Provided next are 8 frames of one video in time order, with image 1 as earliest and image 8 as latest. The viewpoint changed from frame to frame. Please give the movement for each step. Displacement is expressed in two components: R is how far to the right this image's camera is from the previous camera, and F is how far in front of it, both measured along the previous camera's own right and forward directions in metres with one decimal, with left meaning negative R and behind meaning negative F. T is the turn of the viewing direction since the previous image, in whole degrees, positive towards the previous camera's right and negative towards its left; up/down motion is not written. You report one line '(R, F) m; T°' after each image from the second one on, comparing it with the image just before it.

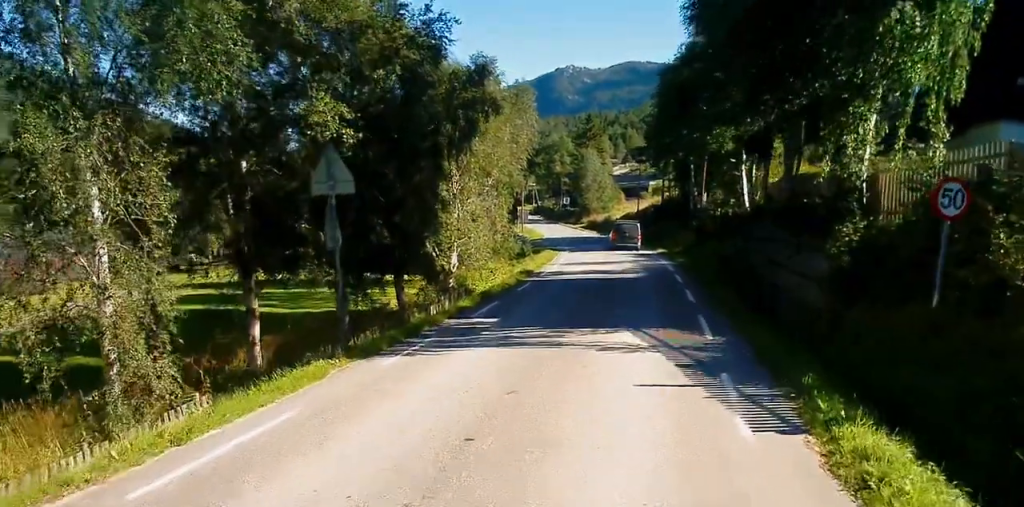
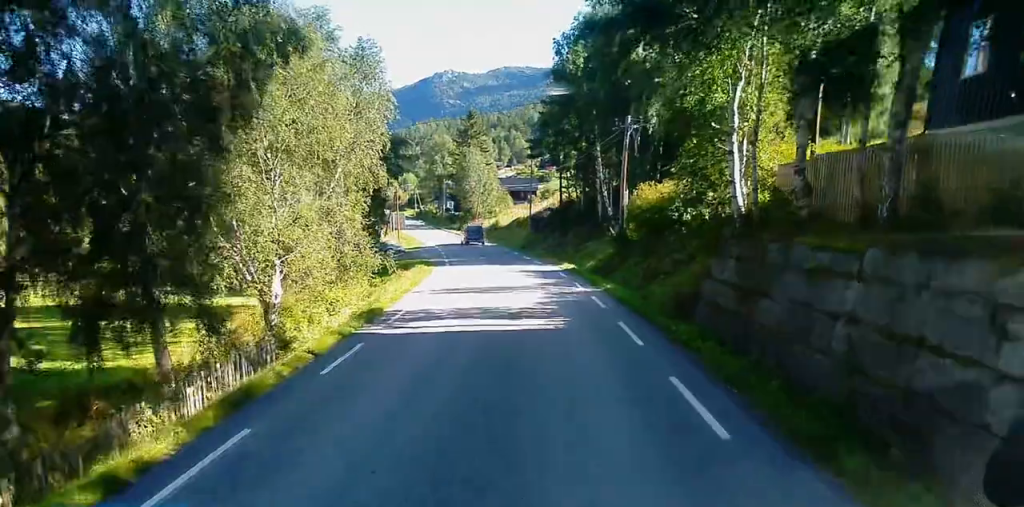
(+0.3, +11.4) m; +4°
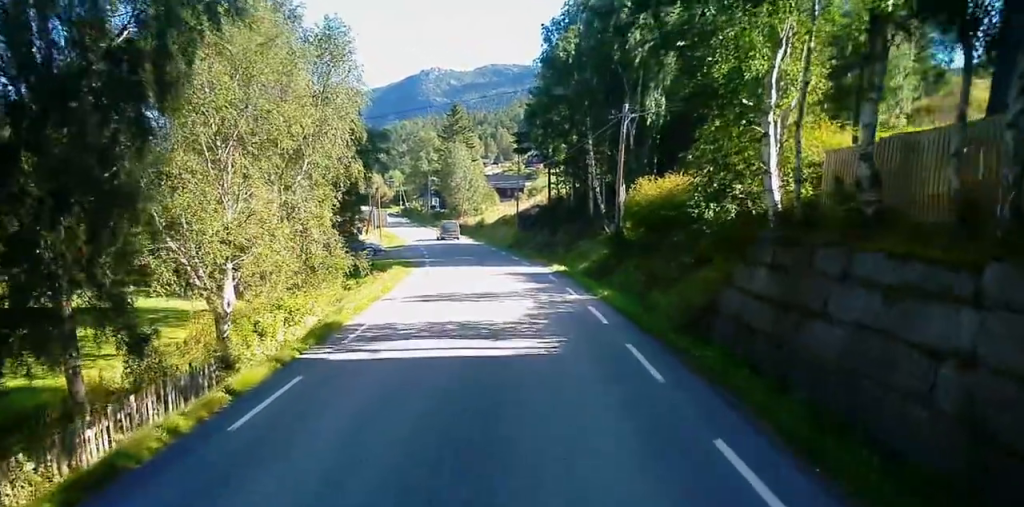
(0.0, +3.3) m; 0°
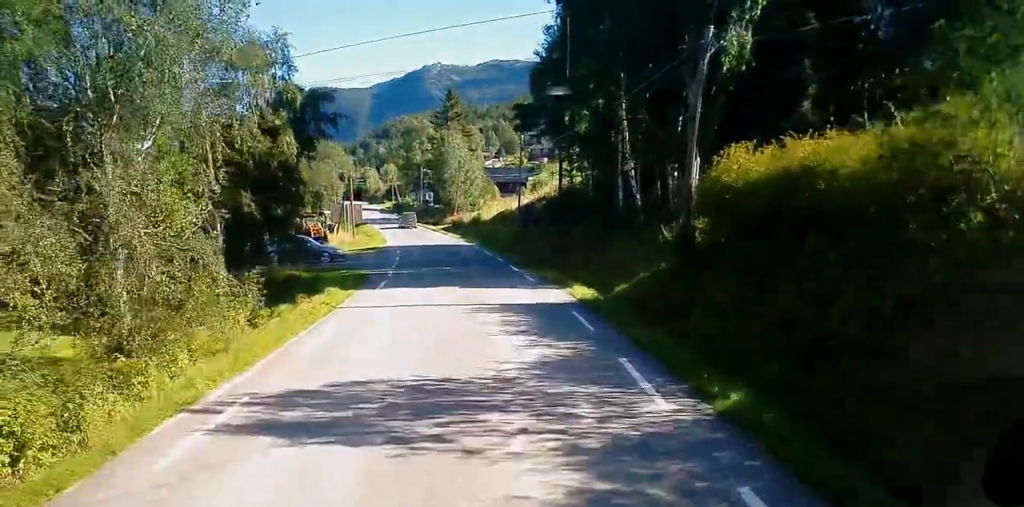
(+0.1, +13.0) m; 0°
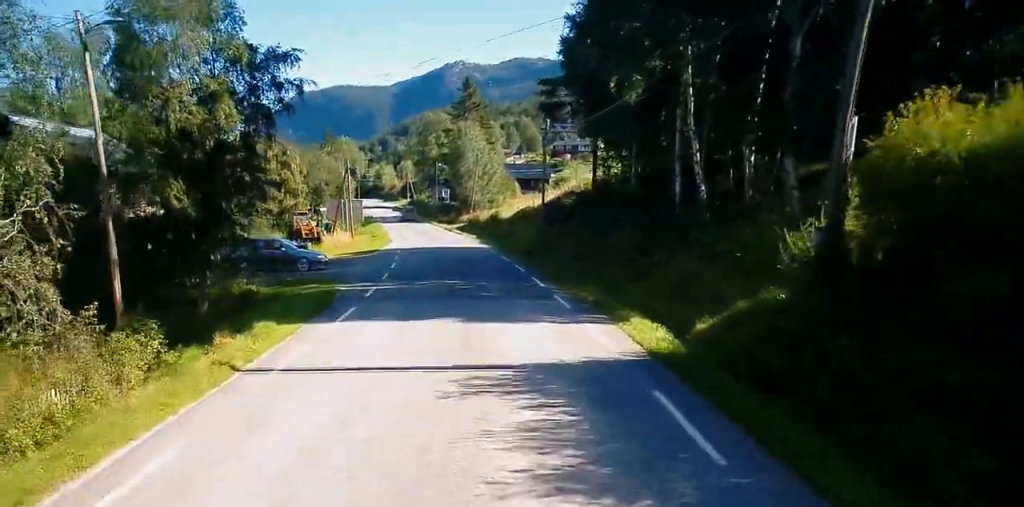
(0.0, +8.4) m; 0°
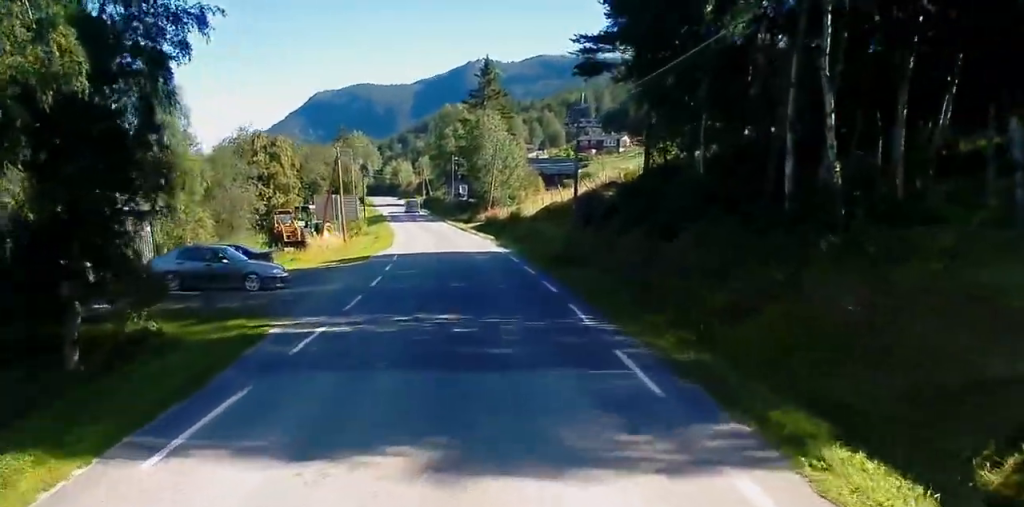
(0.0, +9.5) m; 0°
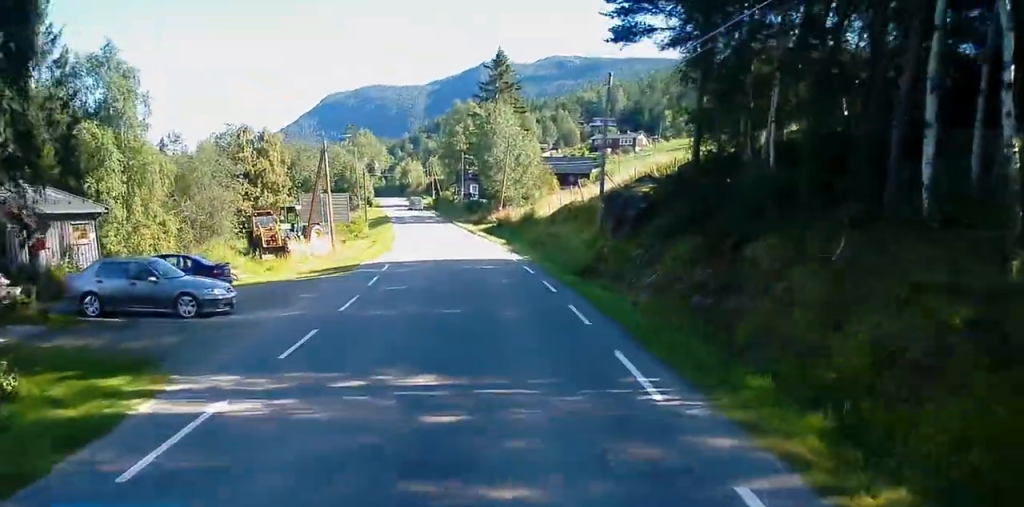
(0.0, +6.3) m; -1°
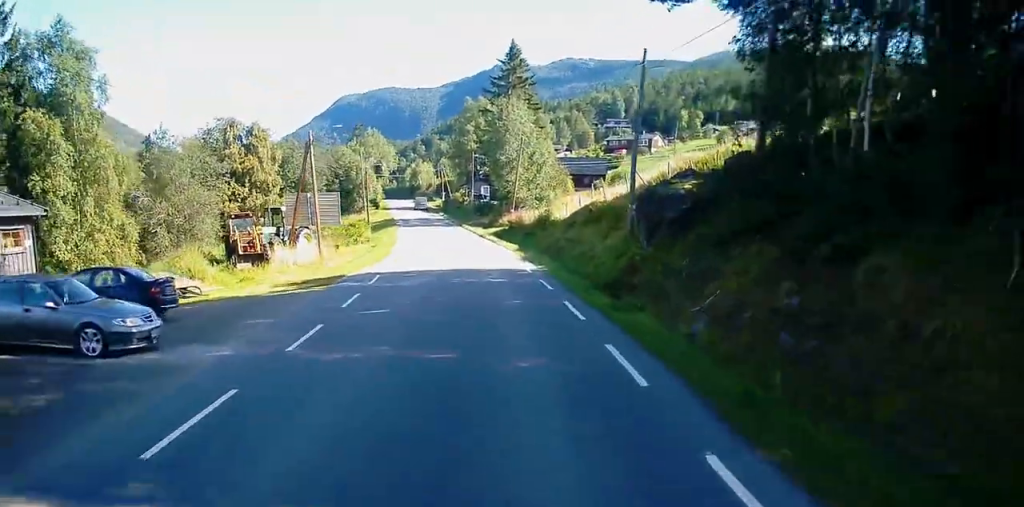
(+0.1, +5.3) m; -1°
